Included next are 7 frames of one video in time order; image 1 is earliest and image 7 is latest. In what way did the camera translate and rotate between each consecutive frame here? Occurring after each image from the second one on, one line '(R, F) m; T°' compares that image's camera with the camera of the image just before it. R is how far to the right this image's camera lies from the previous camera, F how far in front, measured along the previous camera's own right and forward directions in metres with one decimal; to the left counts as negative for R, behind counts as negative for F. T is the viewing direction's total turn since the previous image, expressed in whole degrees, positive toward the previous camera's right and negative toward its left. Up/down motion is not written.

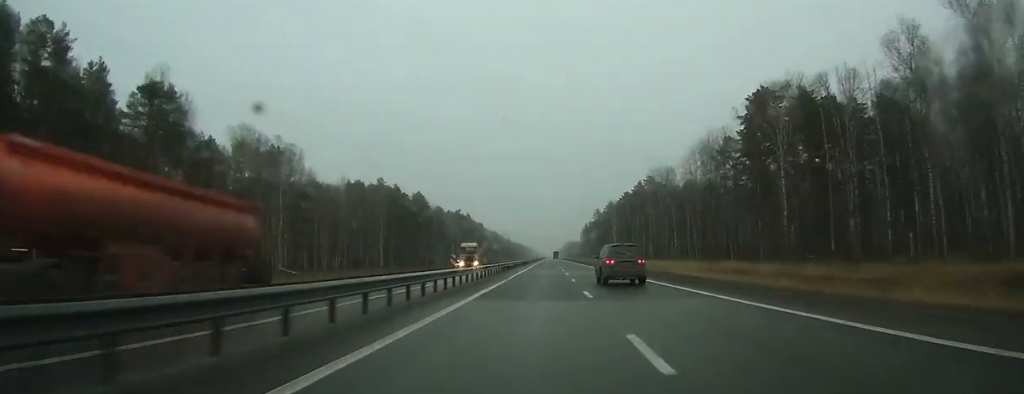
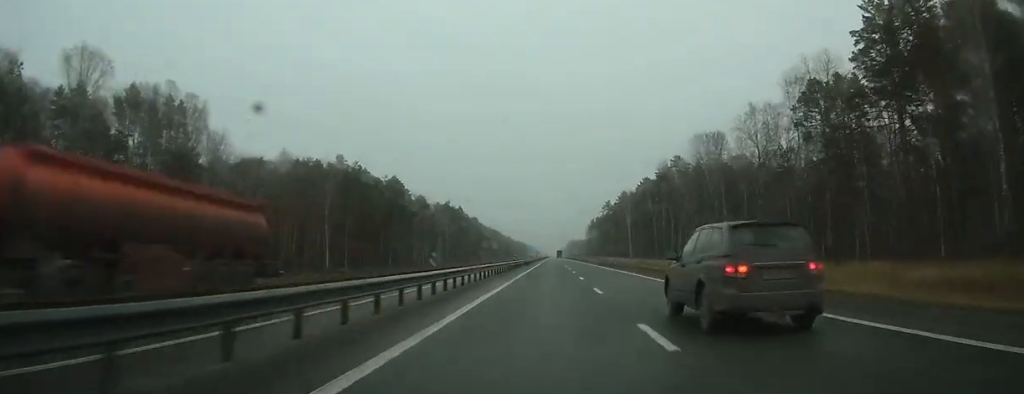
(-0.3, +46.3) m; 0°
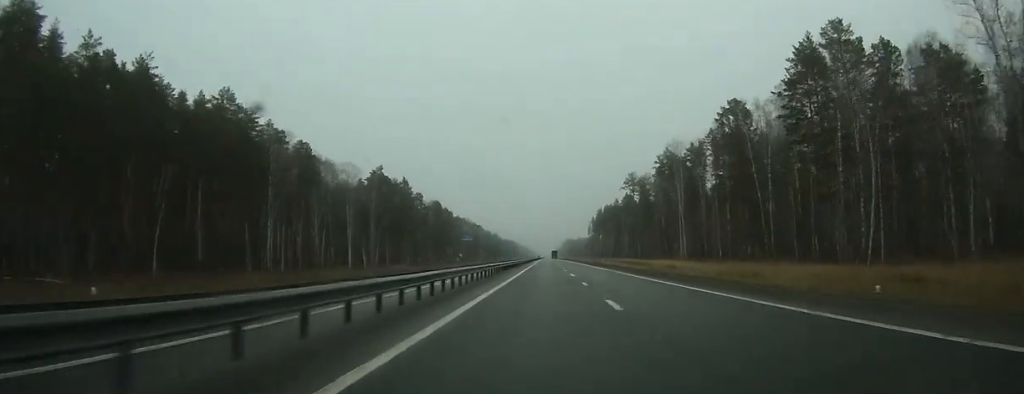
(0.0, +114.6) m; 0°
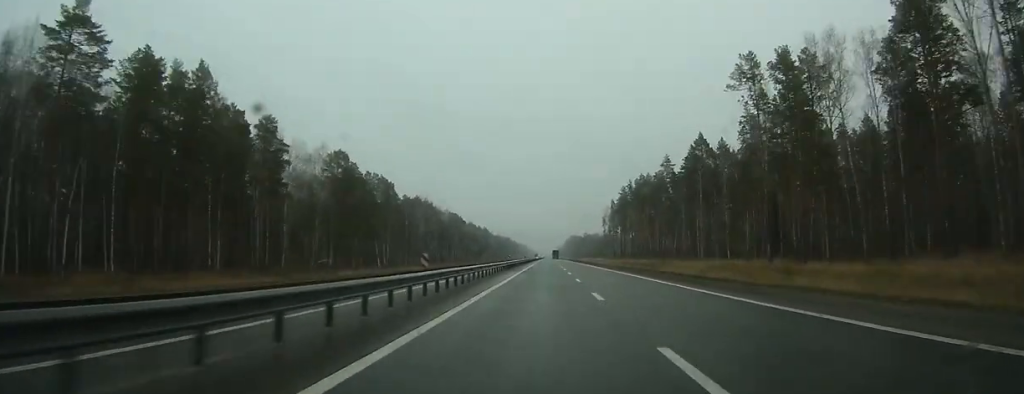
(+0.3, +128.9) m; 0°
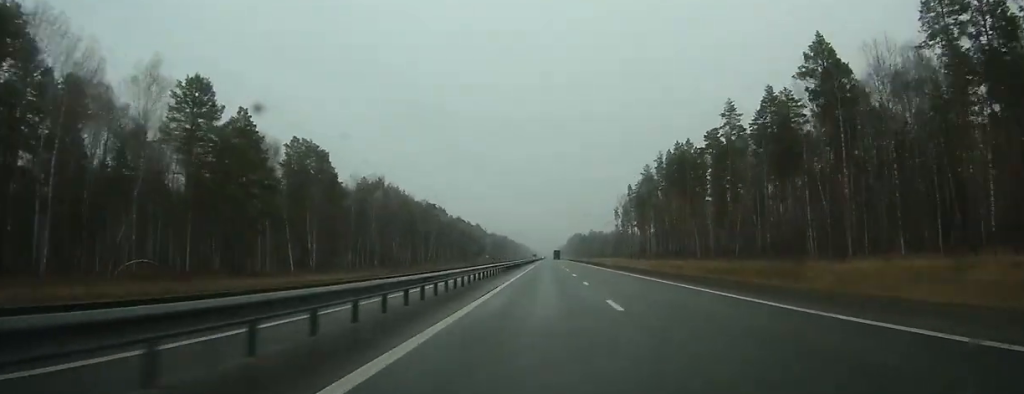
(0.0, +63.1) m; 0°
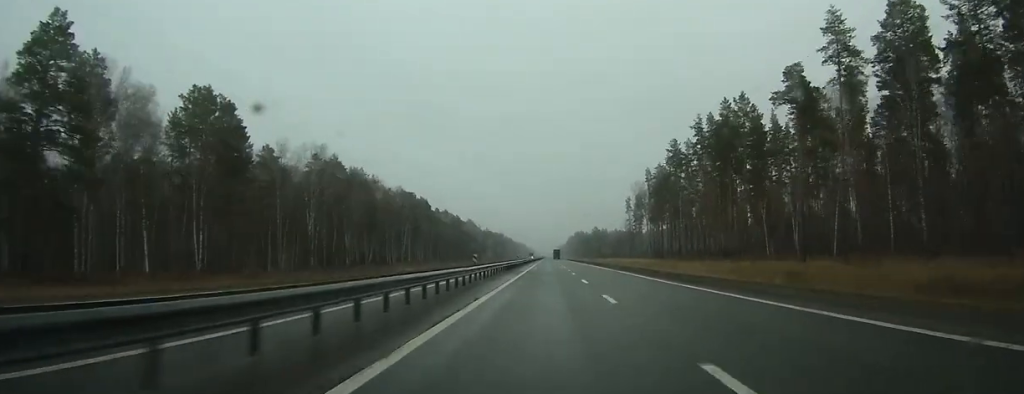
(0.0, +45.9) m; 0°
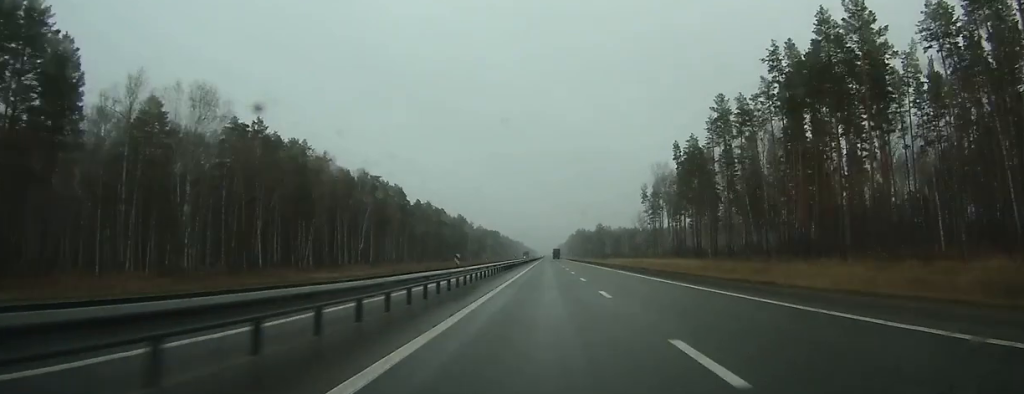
(-0.1, +45.9) m; 0°
